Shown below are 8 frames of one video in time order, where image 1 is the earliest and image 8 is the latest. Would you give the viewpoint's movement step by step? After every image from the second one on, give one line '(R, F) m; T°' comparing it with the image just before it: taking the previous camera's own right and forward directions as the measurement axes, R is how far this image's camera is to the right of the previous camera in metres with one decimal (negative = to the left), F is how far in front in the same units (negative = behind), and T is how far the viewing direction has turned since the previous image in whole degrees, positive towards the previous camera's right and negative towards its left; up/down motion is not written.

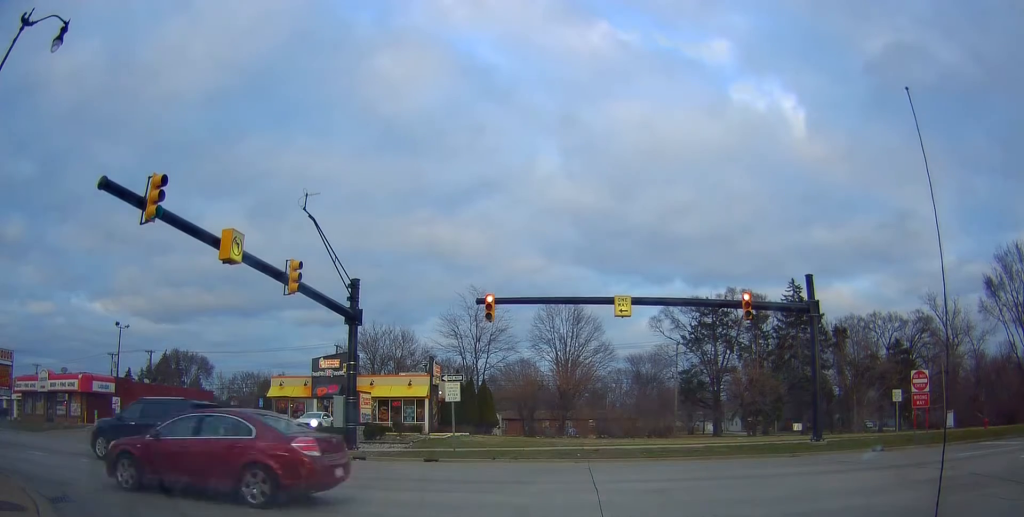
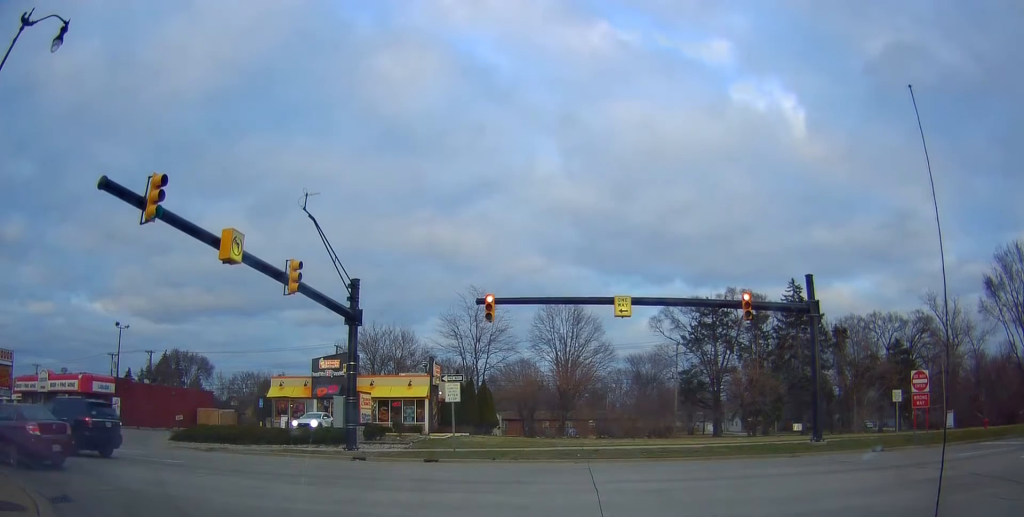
(0.0, 0.0) m; 0°
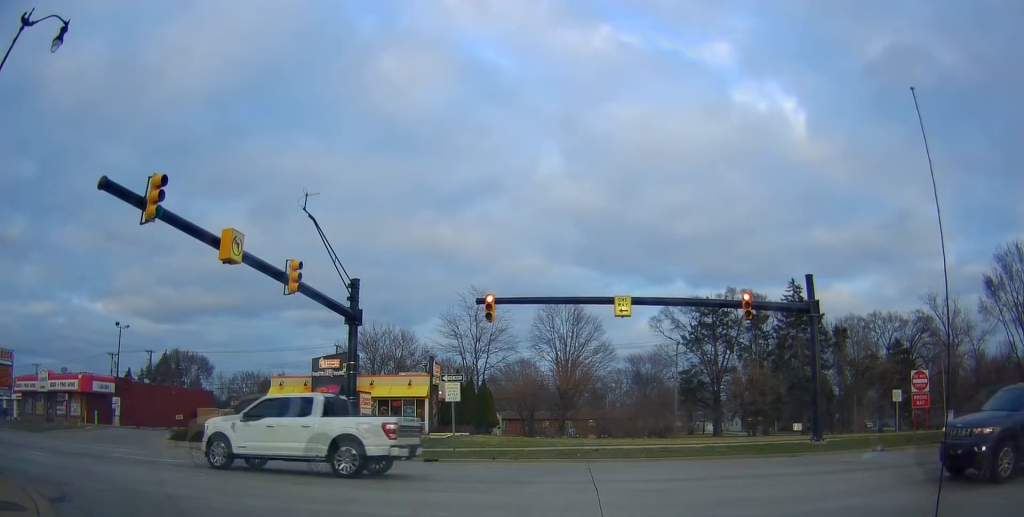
(0.0, 0.0) m; 0°
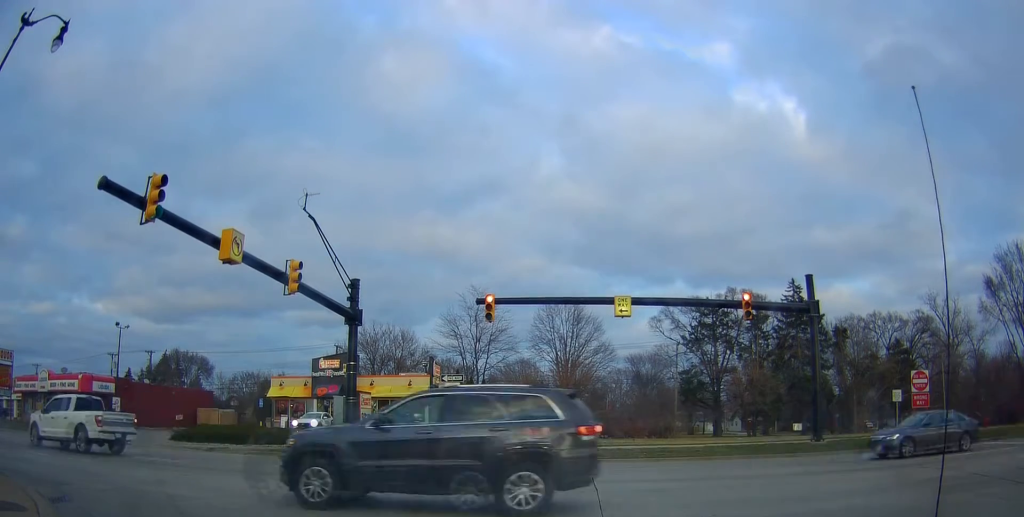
(0.0, 0.0) m; 0°
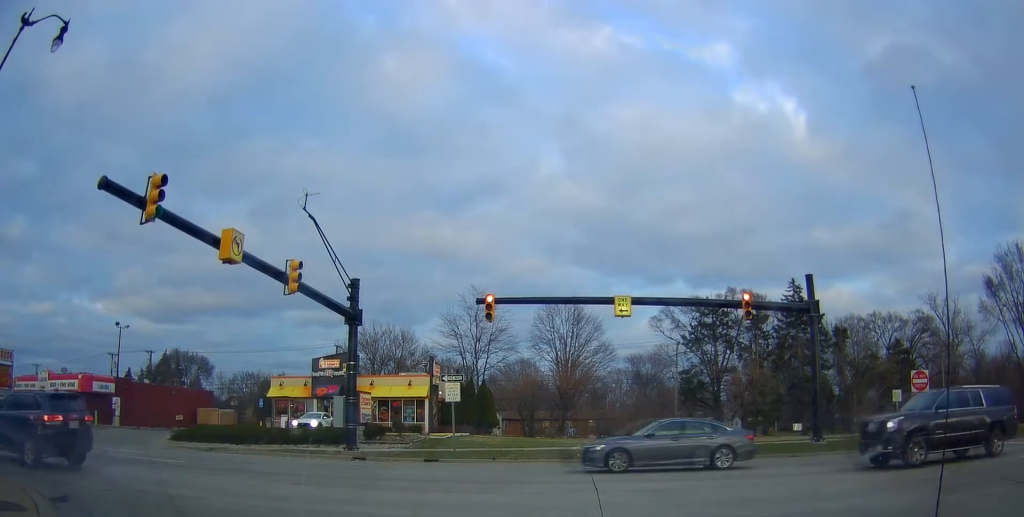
(0.0, 0.0) m; 0°
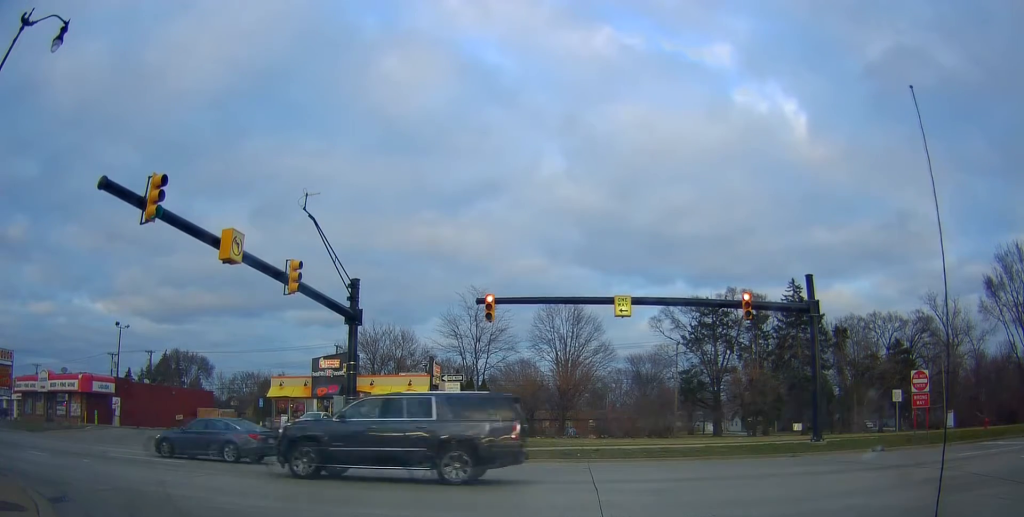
(0.0, 0.0) m; 0°
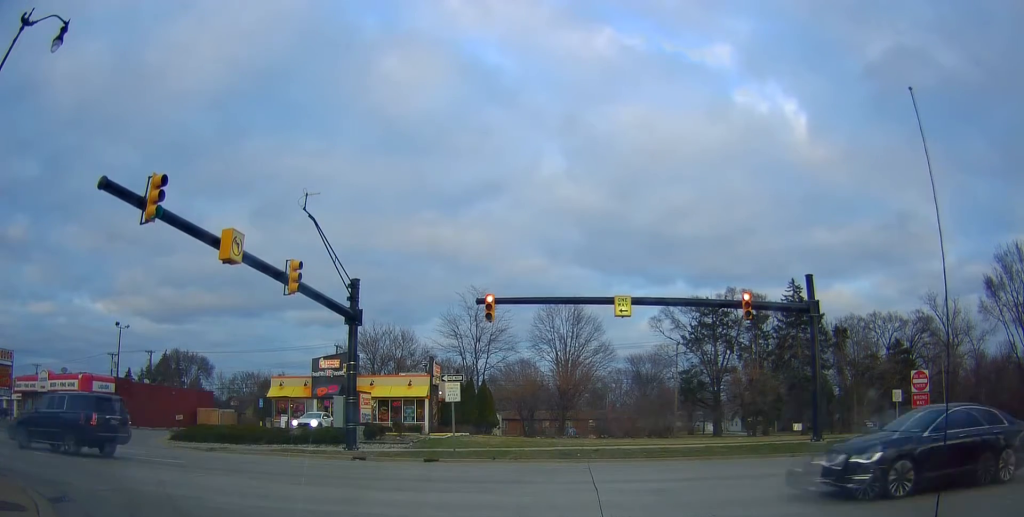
(0.0, 0.0) m; 0°
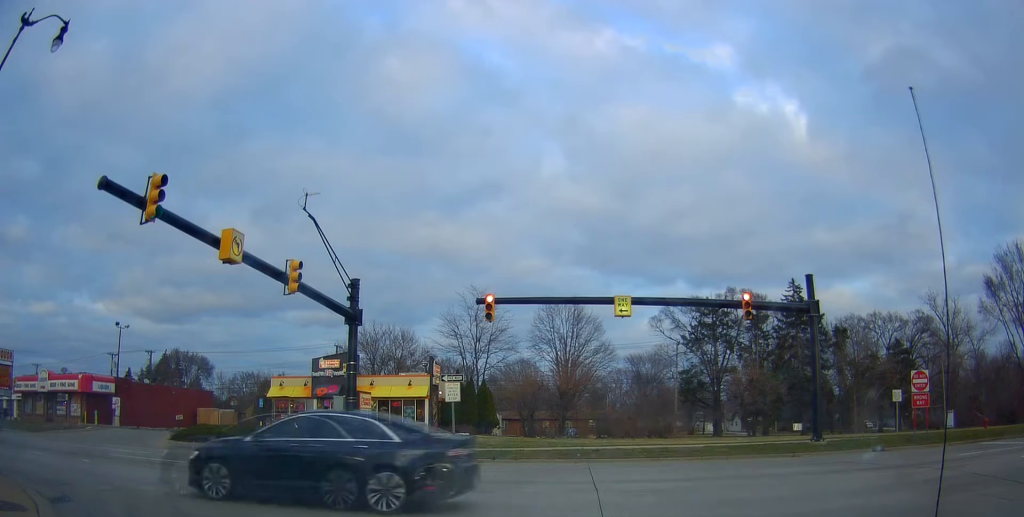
(0.0, 0.0) m; 0°
